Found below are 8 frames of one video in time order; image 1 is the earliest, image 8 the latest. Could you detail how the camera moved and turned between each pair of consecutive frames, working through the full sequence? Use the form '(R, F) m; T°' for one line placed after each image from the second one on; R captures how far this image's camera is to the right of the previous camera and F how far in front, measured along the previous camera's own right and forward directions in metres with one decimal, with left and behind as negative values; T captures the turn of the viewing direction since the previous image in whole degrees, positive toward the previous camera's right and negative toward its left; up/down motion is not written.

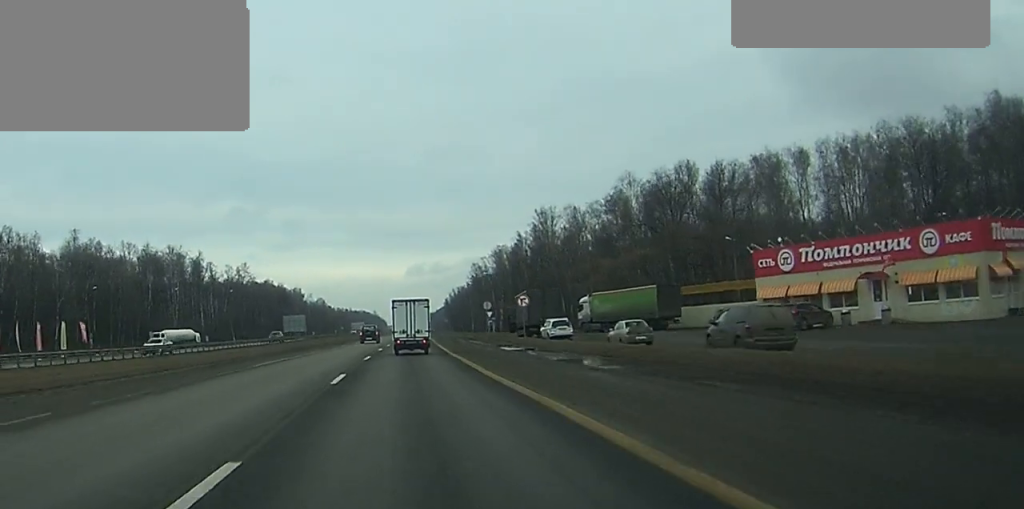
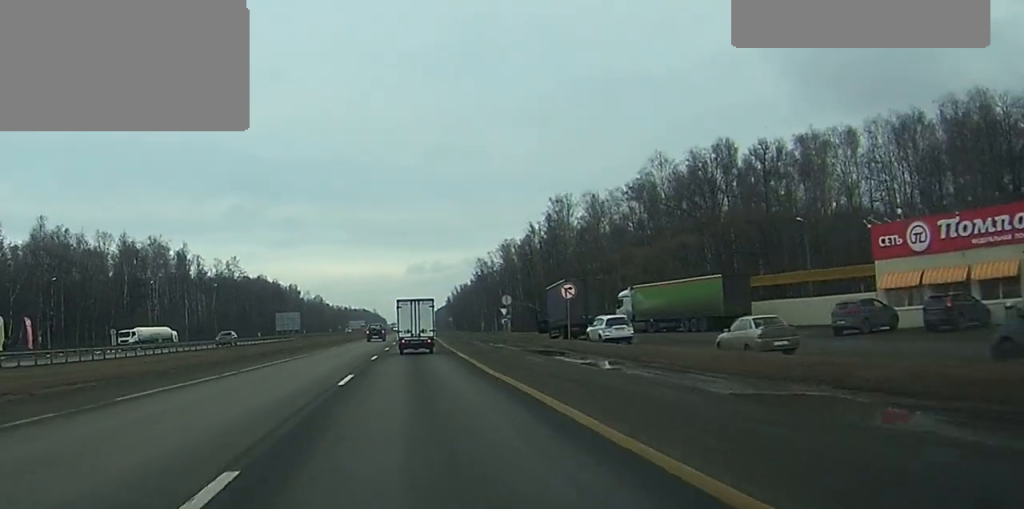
(+0.1, +16.8) m; 0°
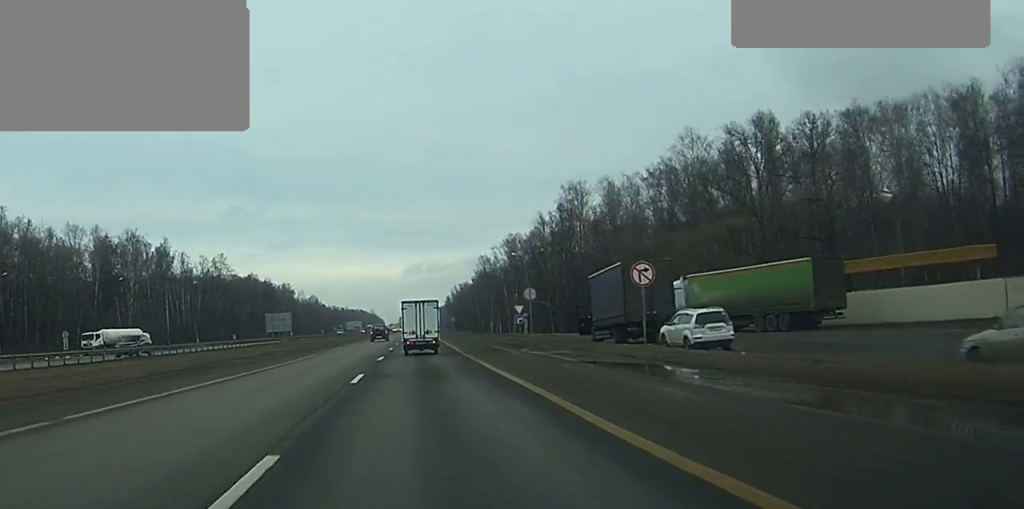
(0.0, +15.2) m; 0°
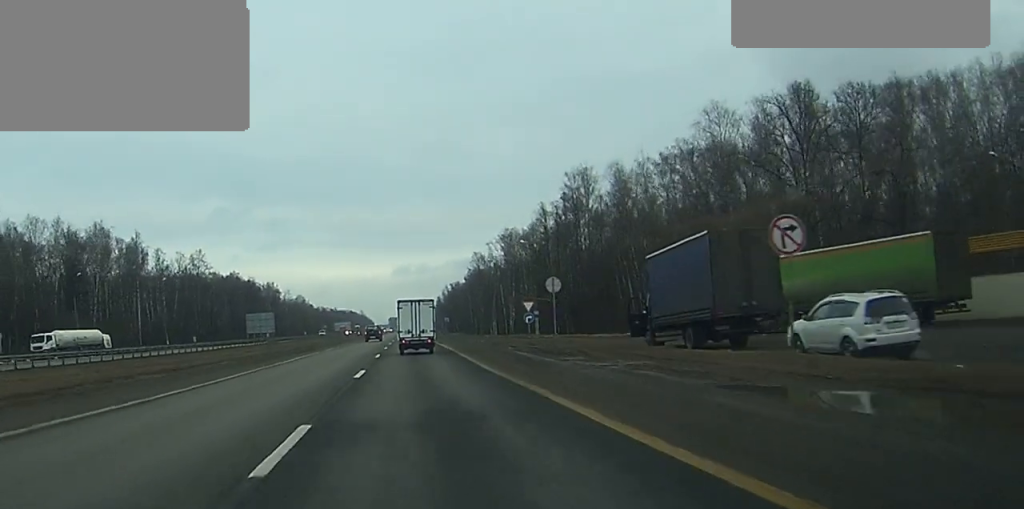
(+0.1, +13.5) m; 0°
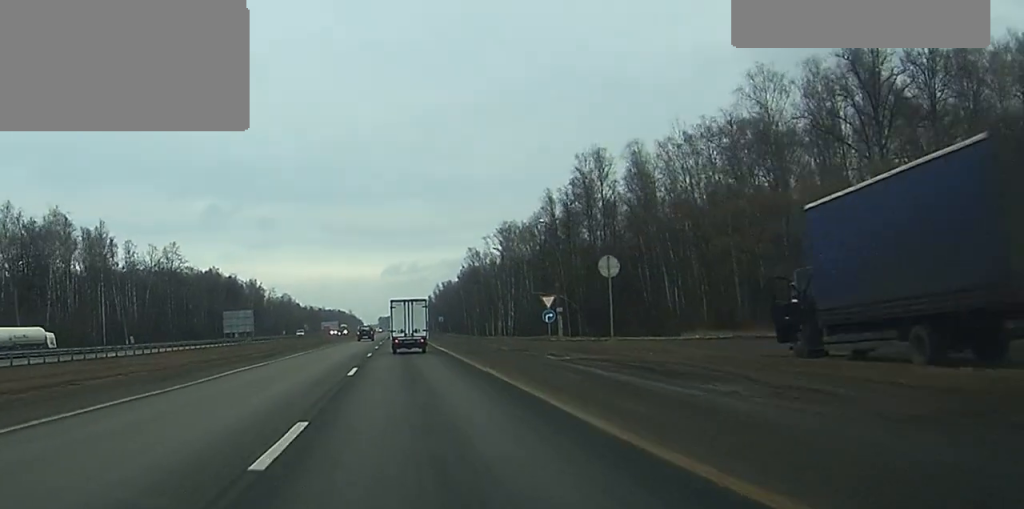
(+0.1, +15.7) m; 0°
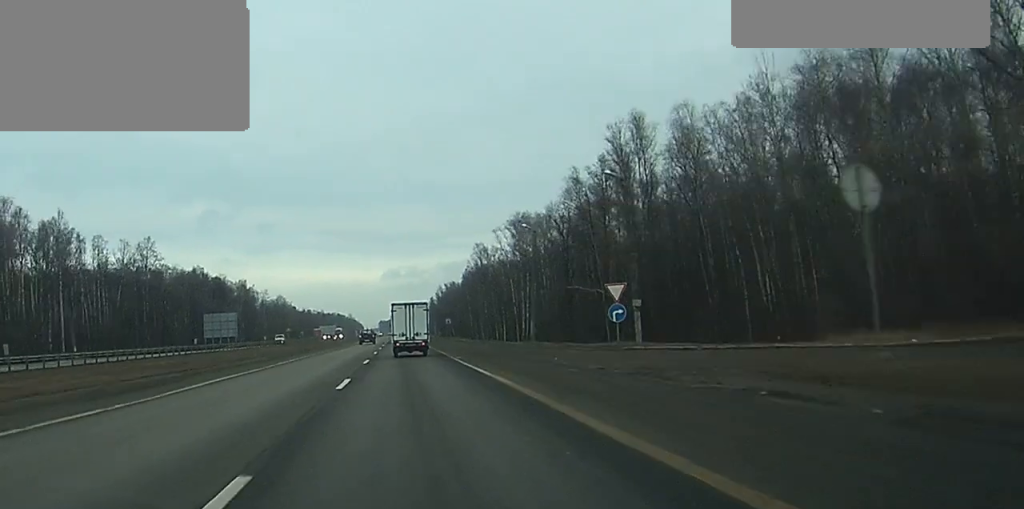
(0.0, +20.2) m; 0°
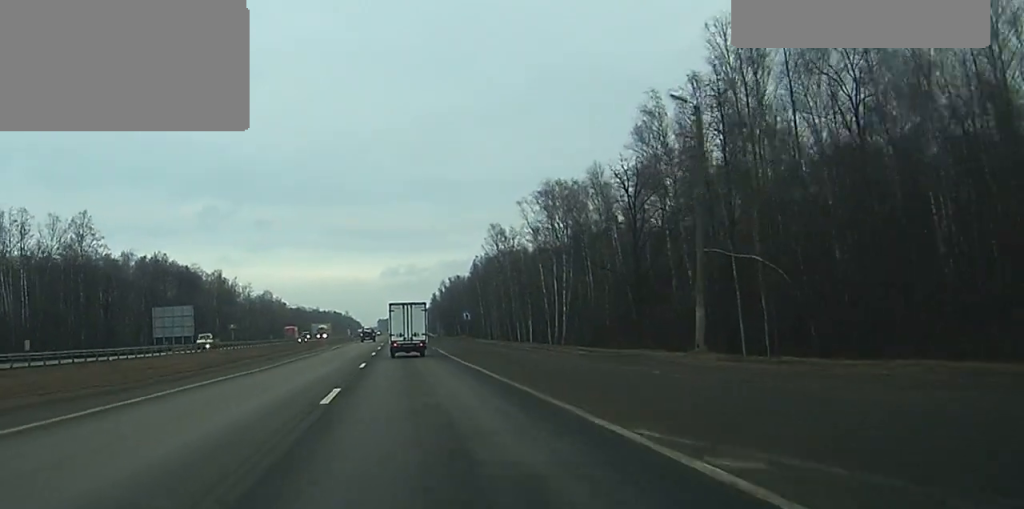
(0.0, +36.1) m; 0°
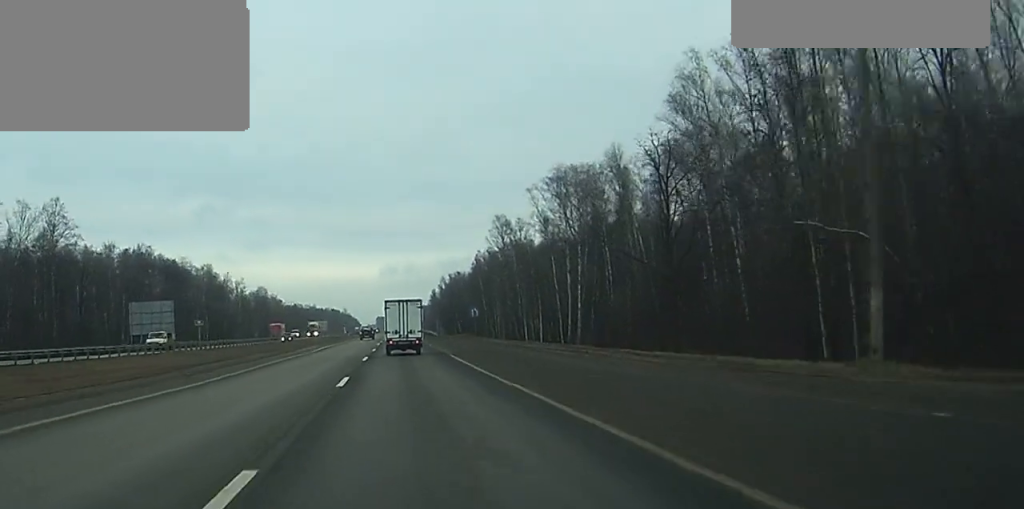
(0.0, +11.3) m; 0°
